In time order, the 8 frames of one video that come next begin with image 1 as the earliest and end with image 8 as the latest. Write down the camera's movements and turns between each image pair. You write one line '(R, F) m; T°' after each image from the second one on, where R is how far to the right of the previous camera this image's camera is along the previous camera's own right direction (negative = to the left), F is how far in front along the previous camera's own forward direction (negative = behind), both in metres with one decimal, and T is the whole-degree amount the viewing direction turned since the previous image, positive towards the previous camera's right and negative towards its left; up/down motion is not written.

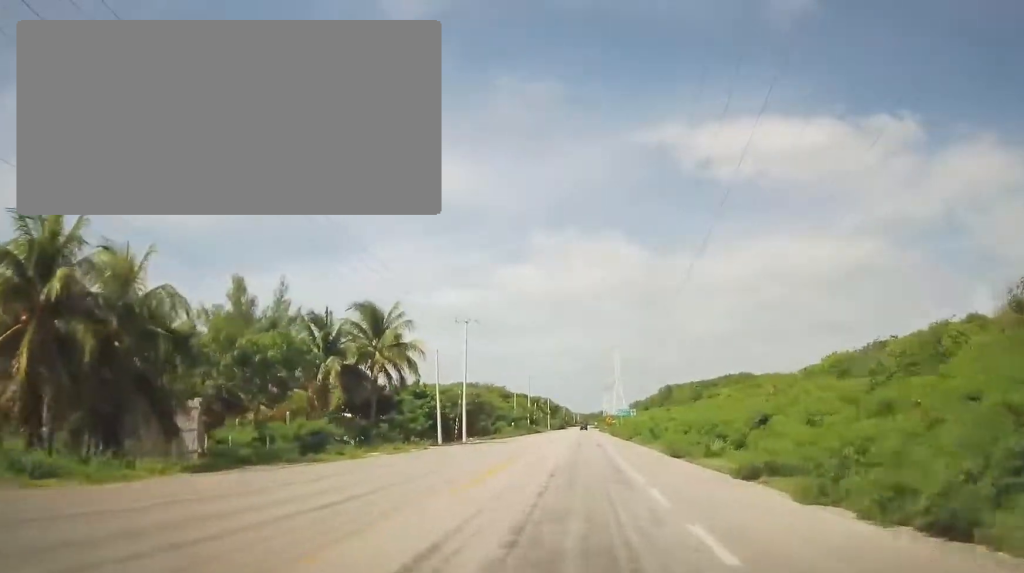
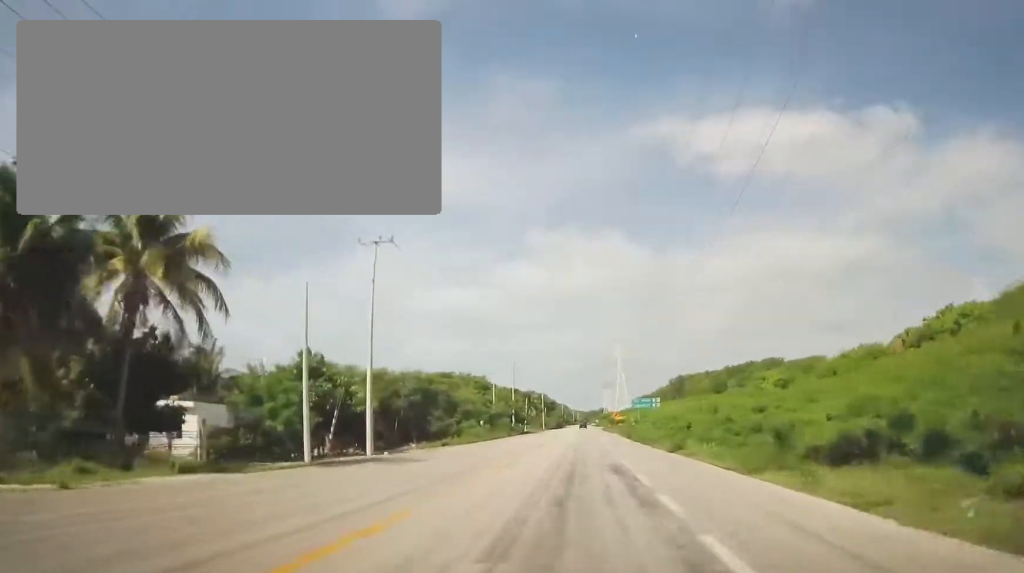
(+0.4, +25.6) m; 0°
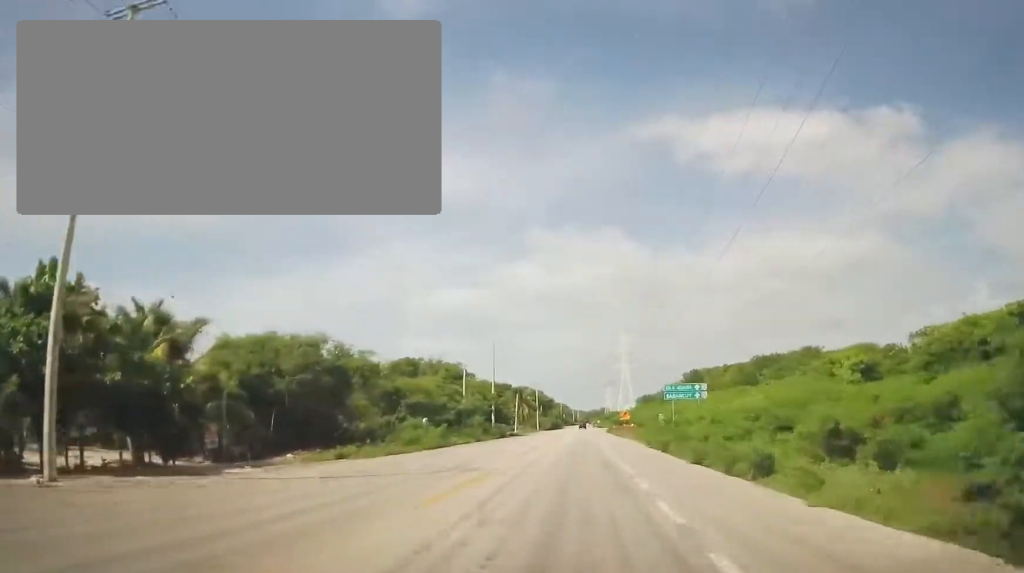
(-0.3, +21.0) m; 0°
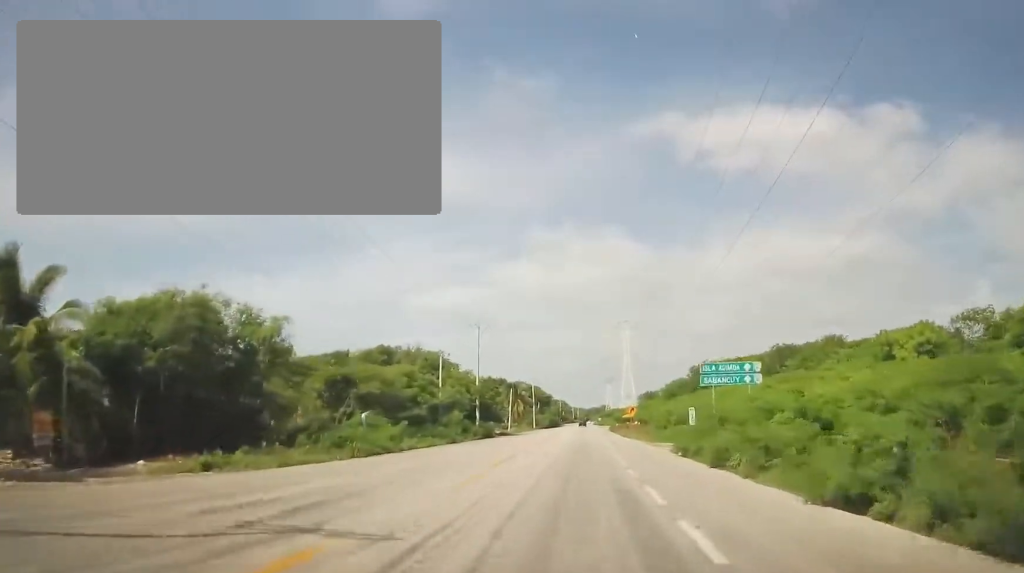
(-0.1, +10.6) m; 0°
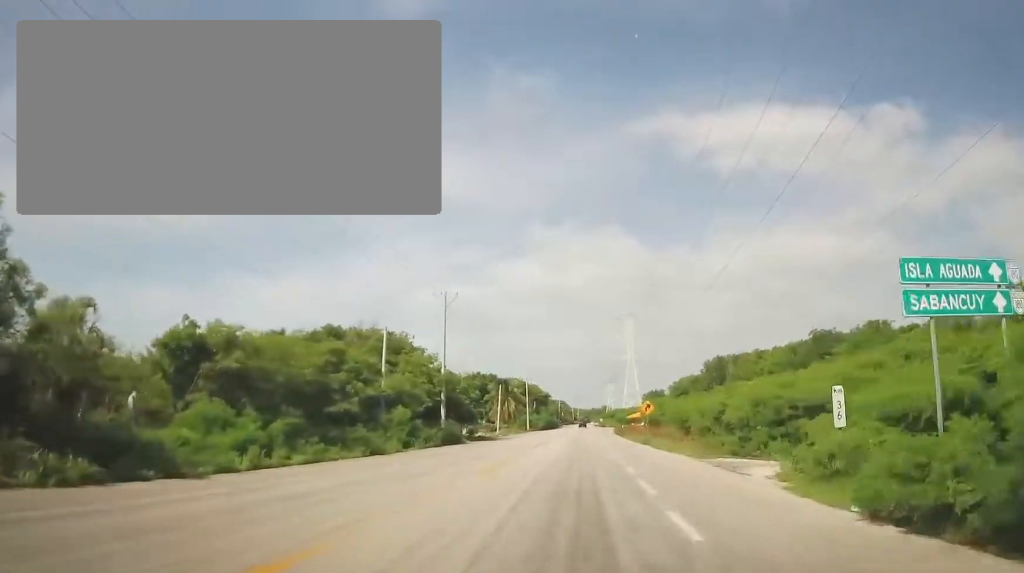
(+0.2, +15.3) m; 0°
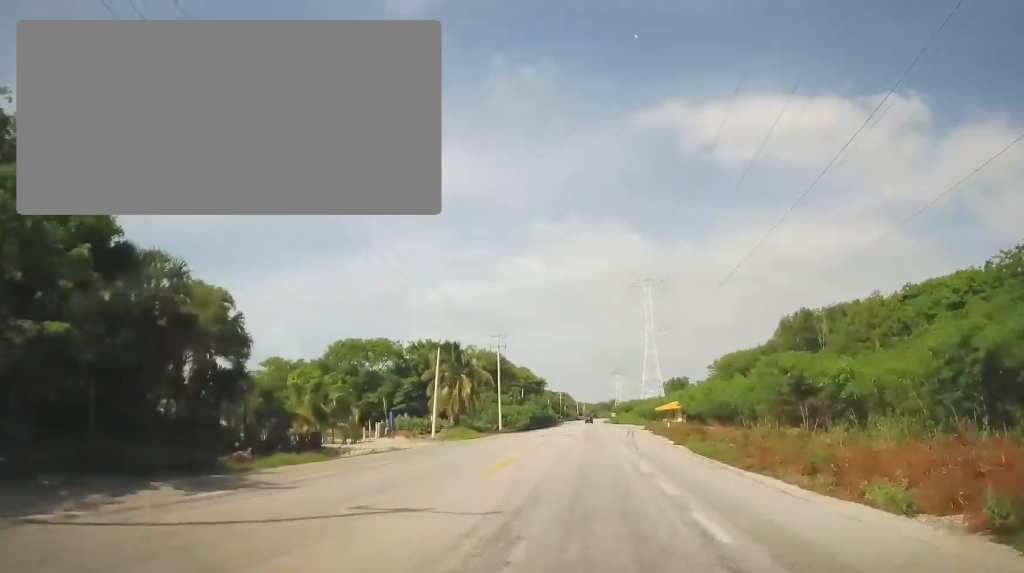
(-0.3, +45.1) m; 0°
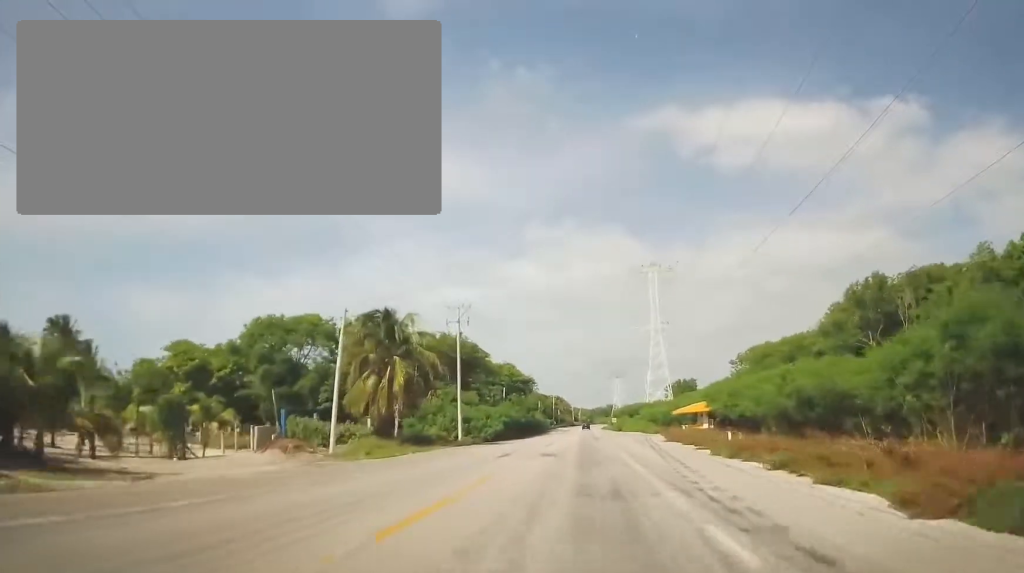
(0.0, +21.2) m; 0°
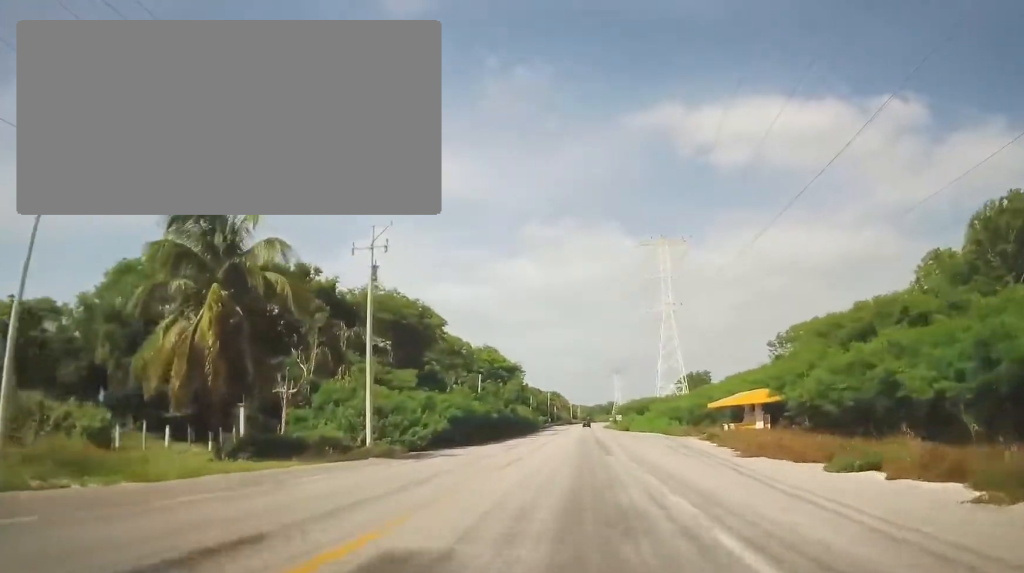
(+0.2, +21.2) m; 0°
